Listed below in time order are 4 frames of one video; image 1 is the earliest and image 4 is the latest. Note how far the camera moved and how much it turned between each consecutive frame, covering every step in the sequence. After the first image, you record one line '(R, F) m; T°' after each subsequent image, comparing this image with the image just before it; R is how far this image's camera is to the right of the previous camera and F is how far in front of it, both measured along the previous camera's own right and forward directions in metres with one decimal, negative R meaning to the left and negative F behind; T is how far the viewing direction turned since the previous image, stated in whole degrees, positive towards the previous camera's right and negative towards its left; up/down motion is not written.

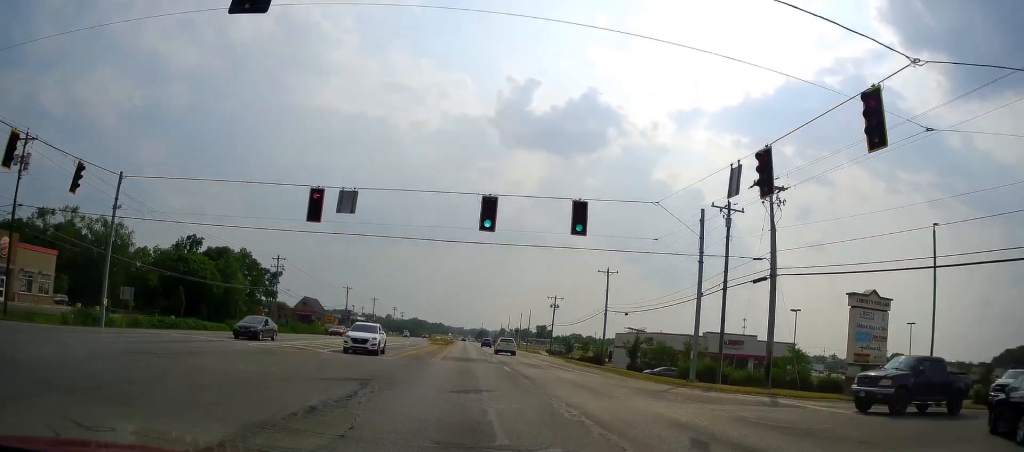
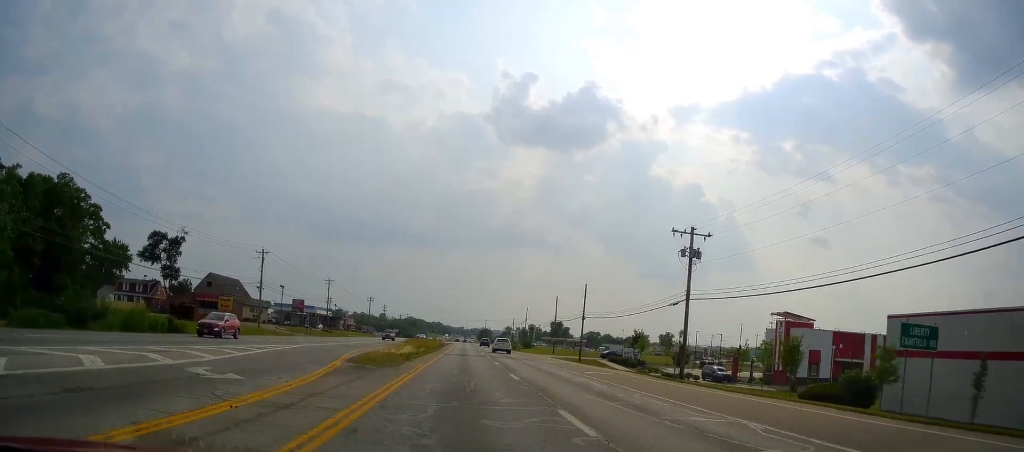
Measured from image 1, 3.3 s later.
(+0.8, +67.7) m; +1°
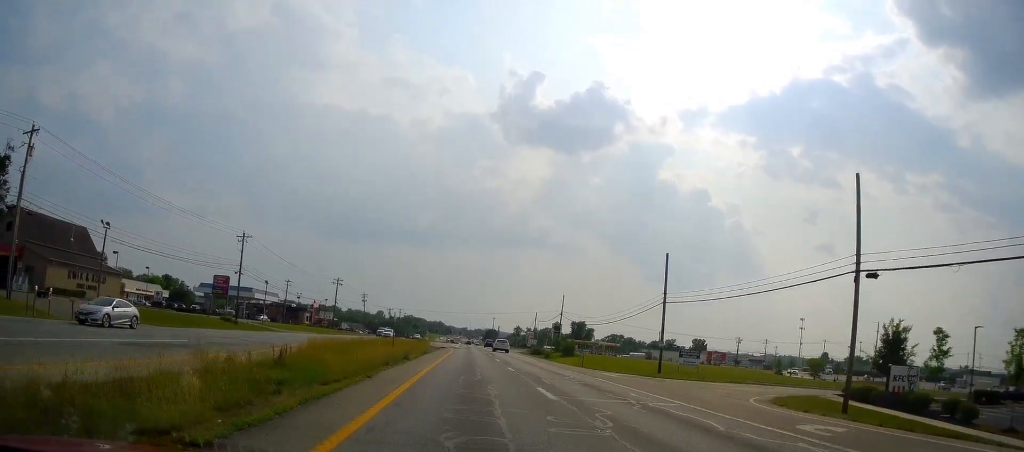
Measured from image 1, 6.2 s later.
(-2.1, +56.3) m; -2°
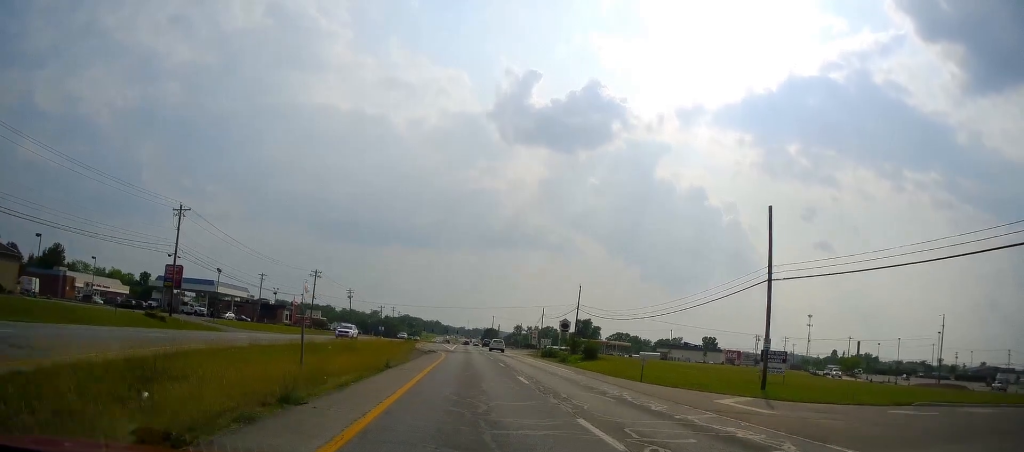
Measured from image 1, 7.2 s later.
(0.0, +18.7) m; +2°
